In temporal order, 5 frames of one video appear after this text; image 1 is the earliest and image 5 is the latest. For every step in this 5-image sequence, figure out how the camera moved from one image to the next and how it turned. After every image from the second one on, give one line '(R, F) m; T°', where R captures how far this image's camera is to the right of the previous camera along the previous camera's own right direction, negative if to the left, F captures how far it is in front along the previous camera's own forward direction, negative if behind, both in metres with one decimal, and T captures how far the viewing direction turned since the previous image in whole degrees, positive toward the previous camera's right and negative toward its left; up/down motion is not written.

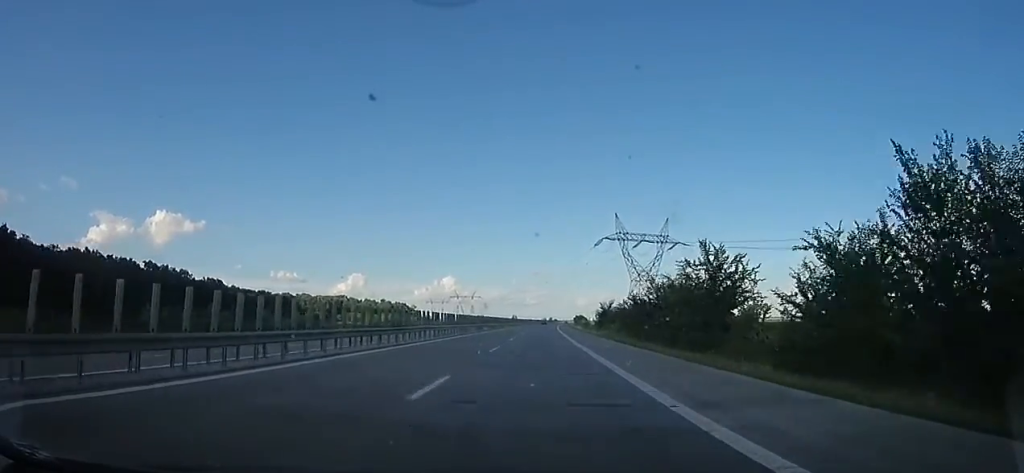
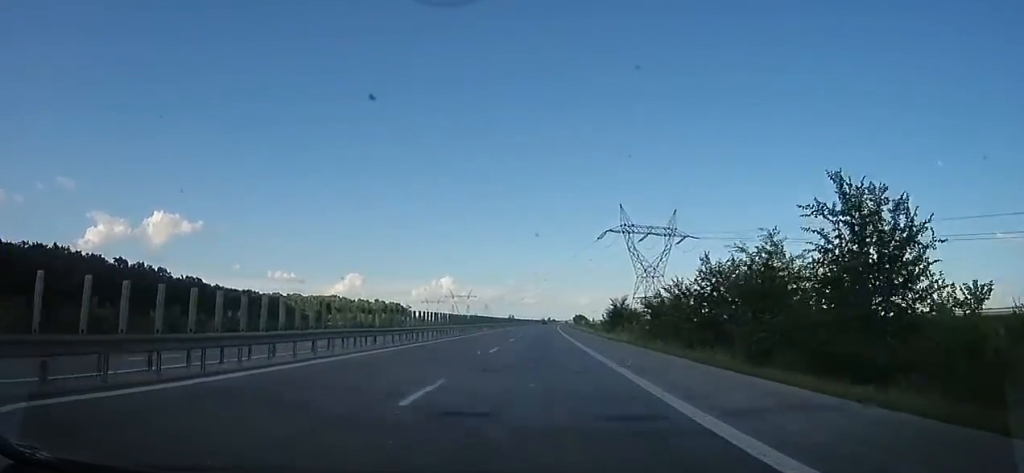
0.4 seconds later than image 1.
(-0.2, +12.9) m; 0°
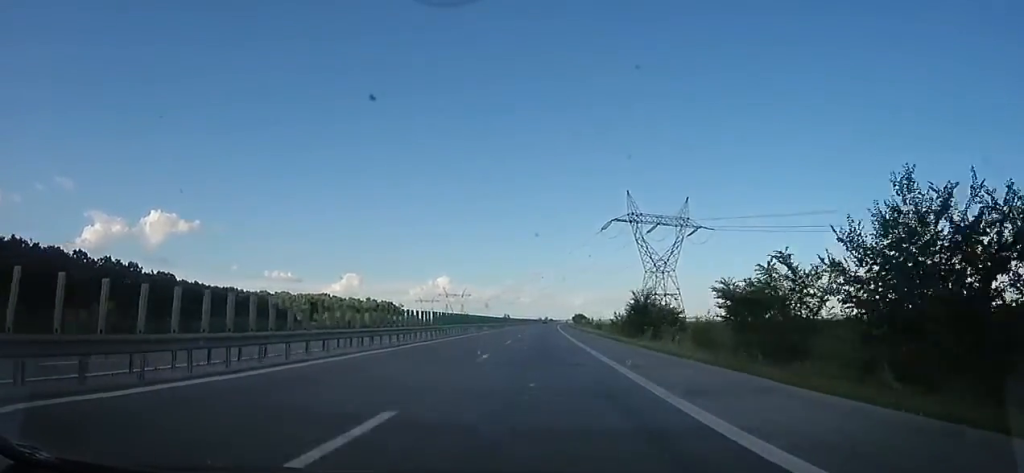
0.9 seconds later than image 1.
(0.0, +15.6) m; +1°
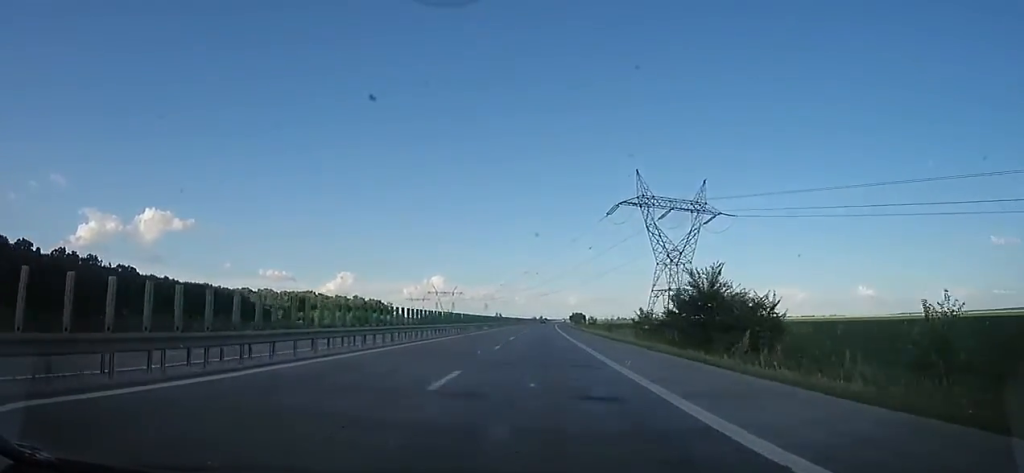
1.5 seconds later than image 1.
(+0.1, +18.8) m; +1°
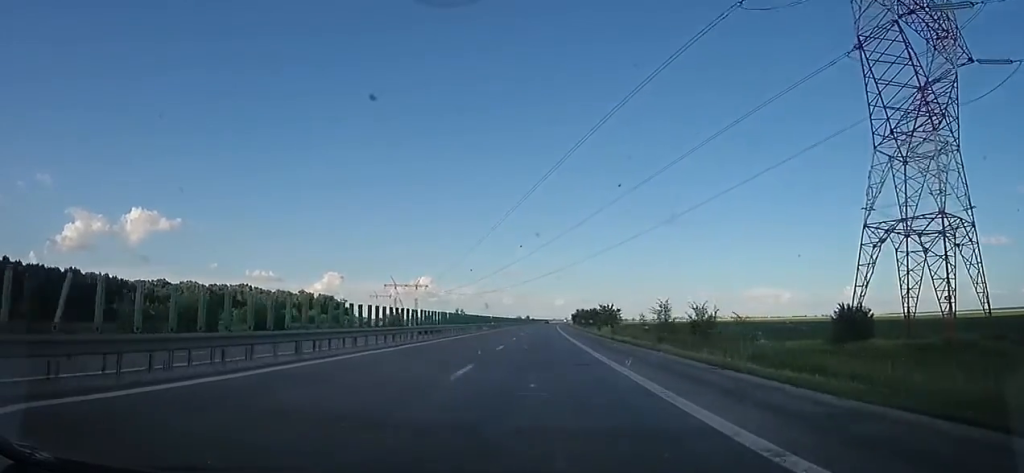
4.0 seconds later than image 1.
(+0.2, +81.7) m; -1°
